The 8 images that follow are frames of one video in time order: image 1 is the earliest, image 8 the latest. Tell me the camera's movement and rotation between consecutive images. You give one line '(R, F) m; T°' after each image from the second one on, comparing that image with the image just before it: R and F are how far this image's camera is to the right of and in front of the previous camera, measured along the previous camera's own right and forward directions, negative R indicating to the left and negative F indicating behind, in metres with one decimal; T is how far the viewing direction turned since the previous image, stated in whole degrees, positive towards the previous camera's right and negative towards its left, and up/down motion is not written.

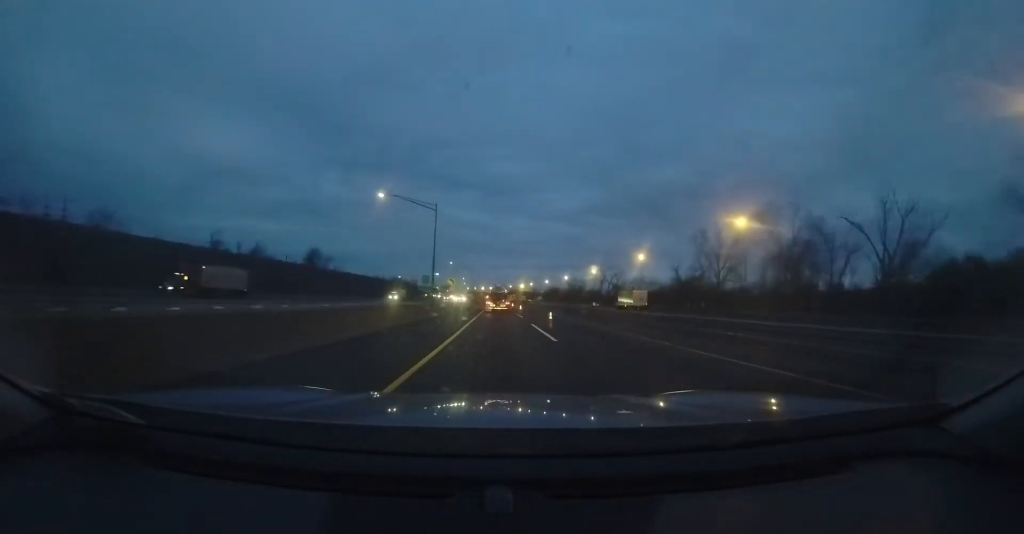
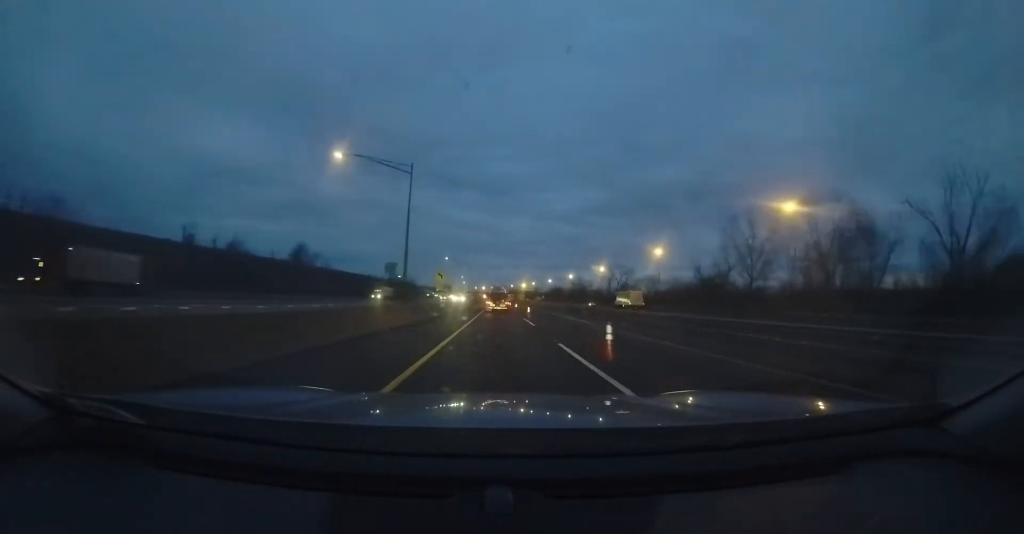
(0.0, +8.5) m; 0°
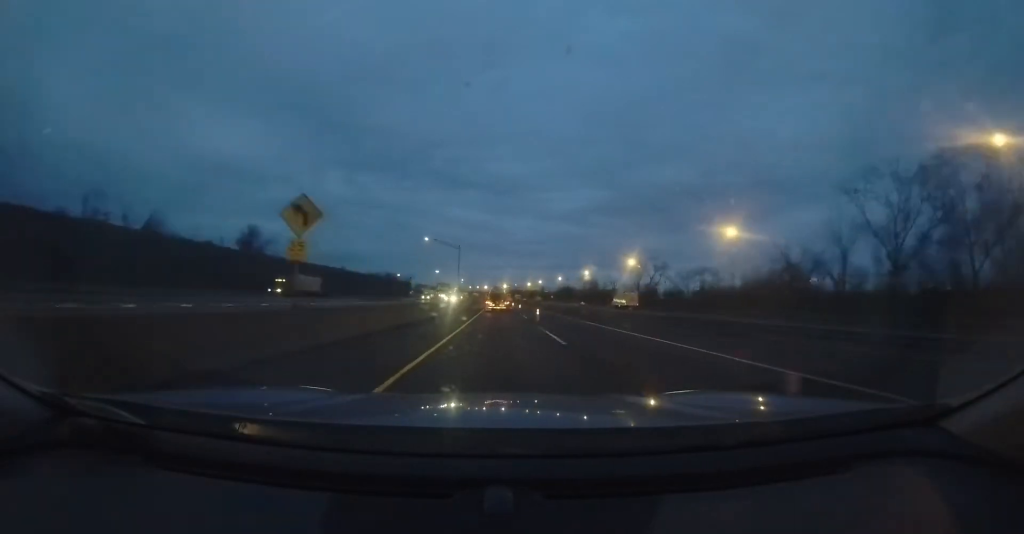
(0.0, +23.6) m; 0°
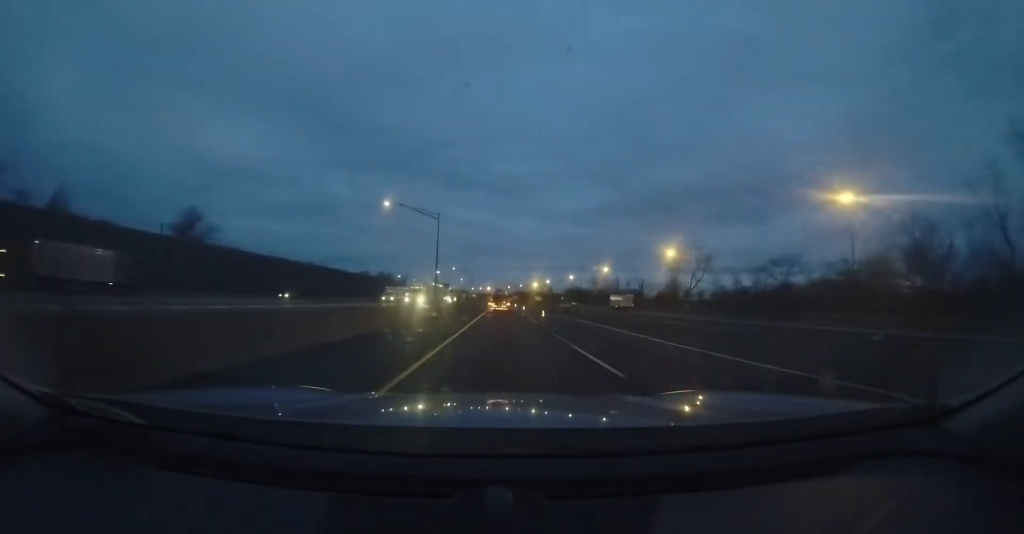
(-0.1, +20.0) m; 0°
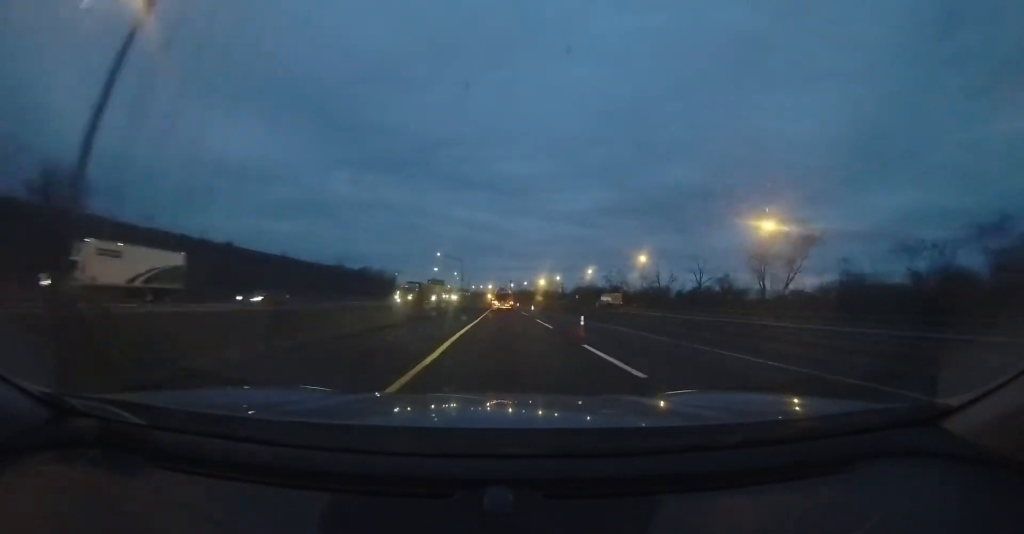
(0.0, +27.8) m; 0°
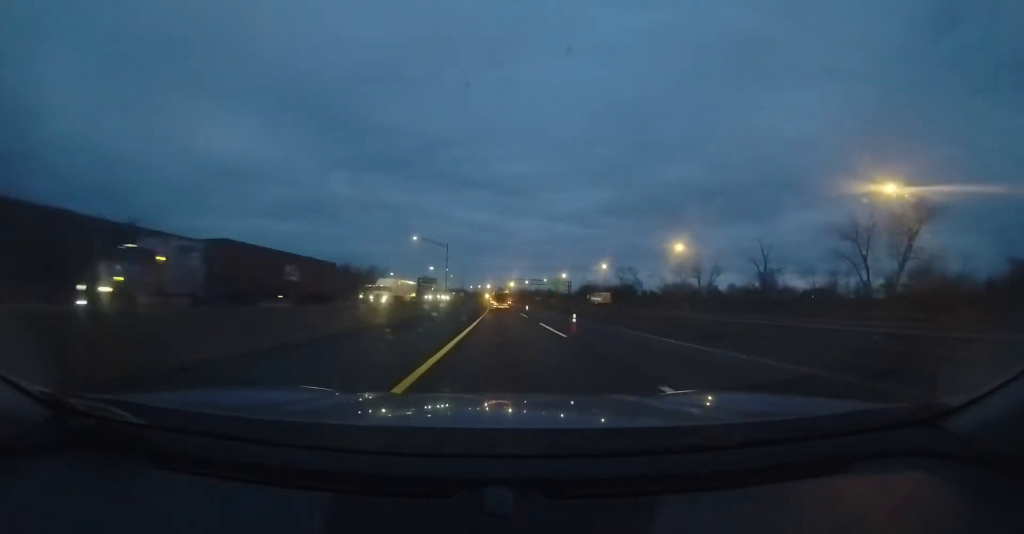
(0.0, +18.6) m; -1°
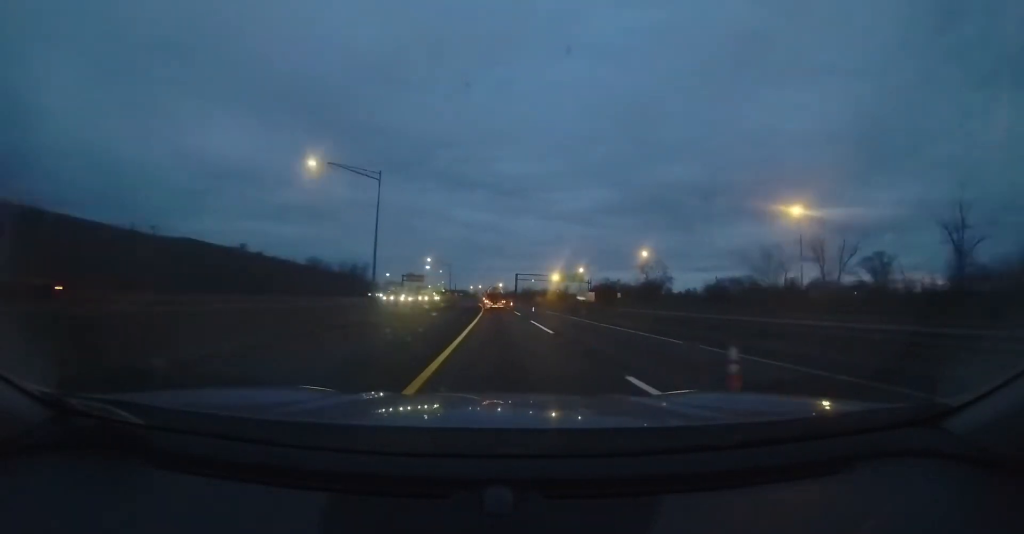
(-0.6, +29.6) m; -2°
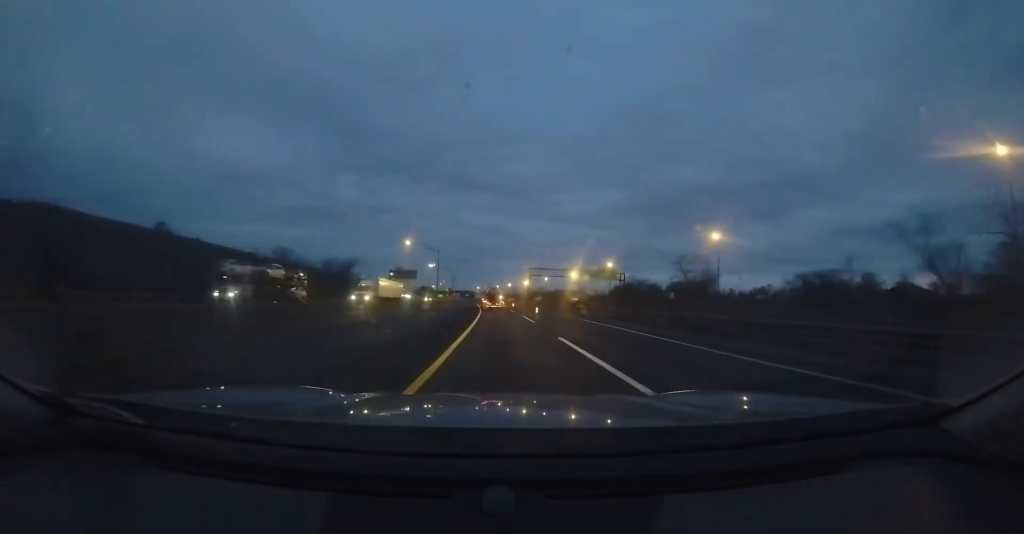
(-0.1, +24.7) m; -1°
